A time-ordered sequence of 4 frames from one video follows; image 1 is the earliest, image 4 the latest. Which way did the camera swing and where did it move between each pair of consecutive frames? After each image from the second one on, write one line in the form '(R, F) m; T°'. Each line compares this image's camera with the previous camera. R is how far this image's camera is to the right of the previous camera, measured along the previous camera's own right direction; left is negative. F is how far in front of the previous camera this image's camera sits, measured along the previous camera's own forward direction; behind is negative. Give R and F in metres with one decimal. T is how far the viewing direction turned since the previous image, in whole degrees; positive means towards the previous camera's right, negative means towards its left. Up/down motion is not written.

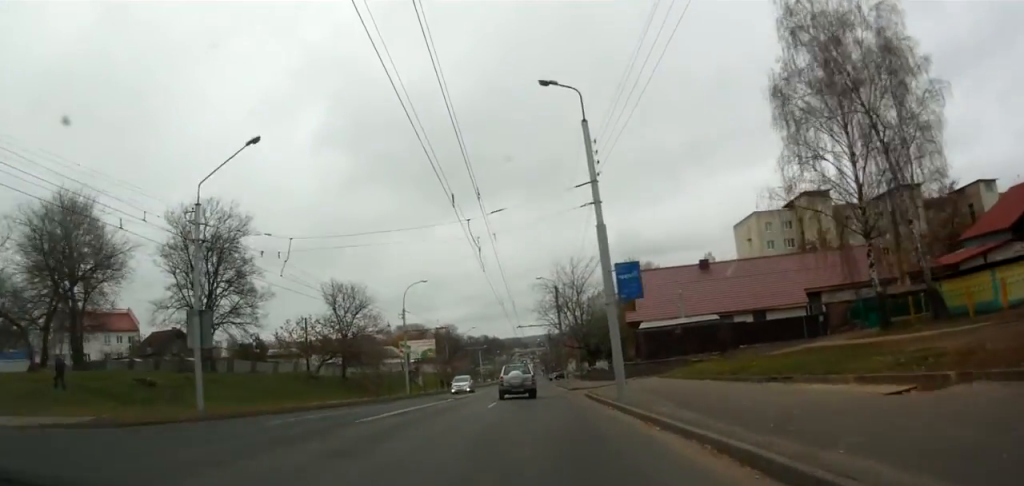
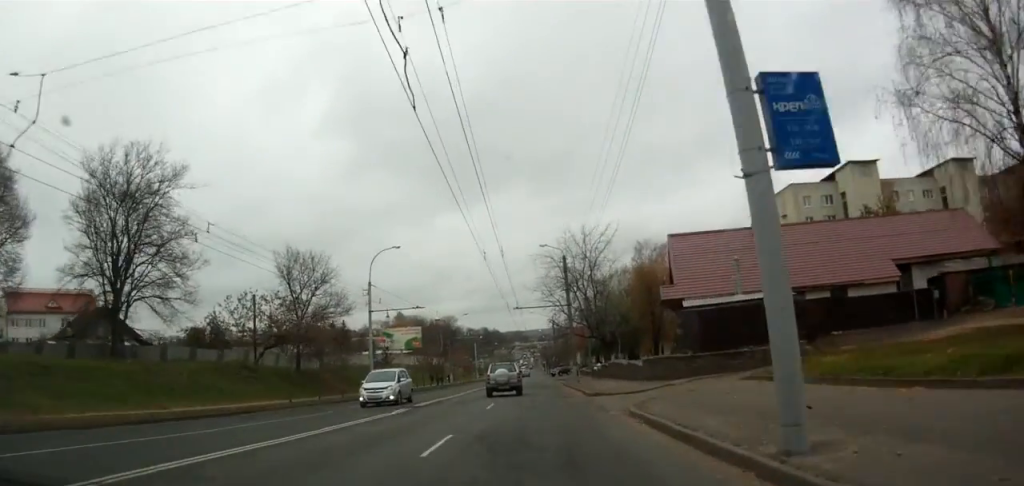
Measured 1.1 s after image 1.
(0.0, +13.9) m; 0°
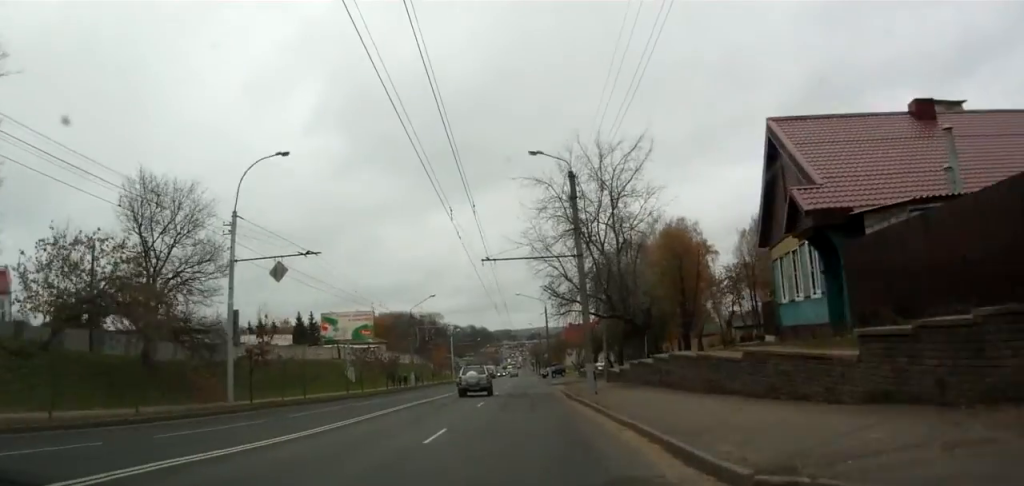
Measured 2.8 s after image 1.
(0.0, +21.8) m; 0°
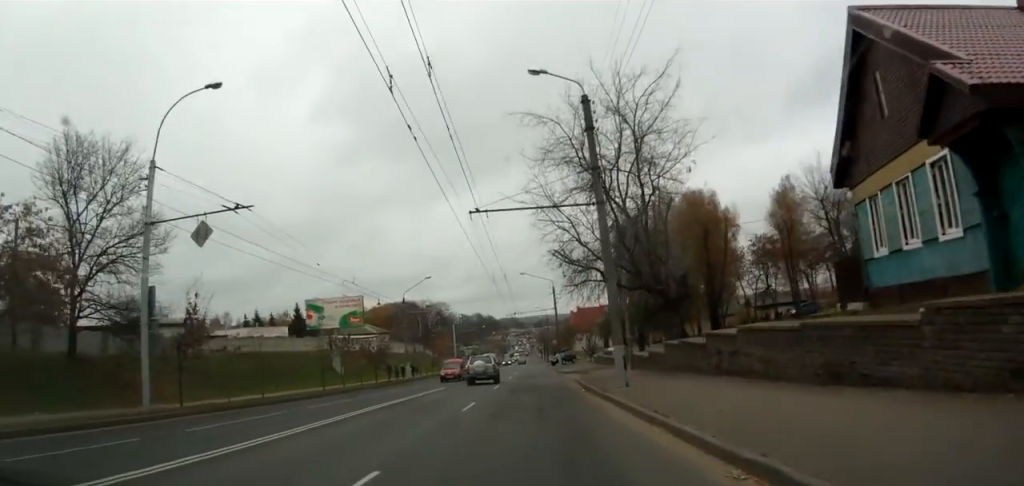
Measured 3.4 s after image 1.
(0.0, +7.3) m; 0°
